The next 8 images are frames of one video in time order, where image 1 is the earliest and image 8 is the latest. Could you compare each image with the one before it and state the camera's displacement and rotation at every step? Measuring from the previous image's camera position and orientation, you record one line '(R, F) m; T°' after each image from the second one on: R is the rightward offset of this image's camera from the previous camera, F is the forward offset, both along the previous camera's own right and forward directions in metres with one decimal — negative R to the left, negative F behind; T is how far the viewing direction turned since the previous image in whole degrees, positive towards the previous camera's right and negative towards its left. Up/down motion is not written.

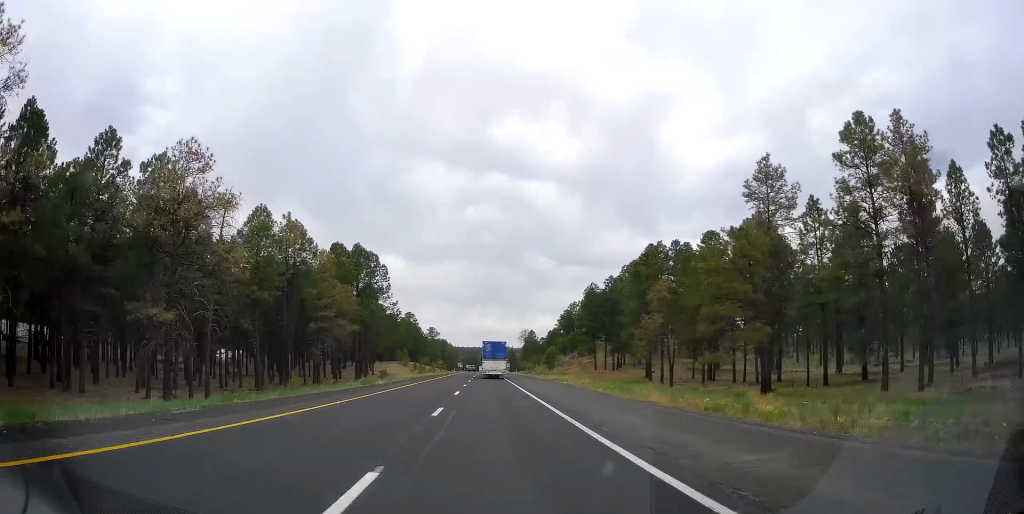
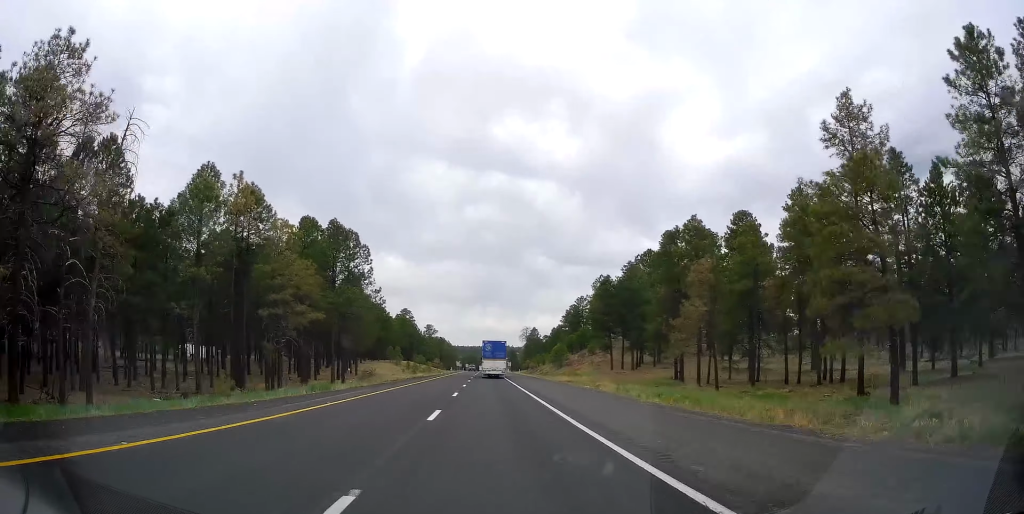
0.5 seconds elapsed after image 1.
(+0.1, +13.6) m; 0°
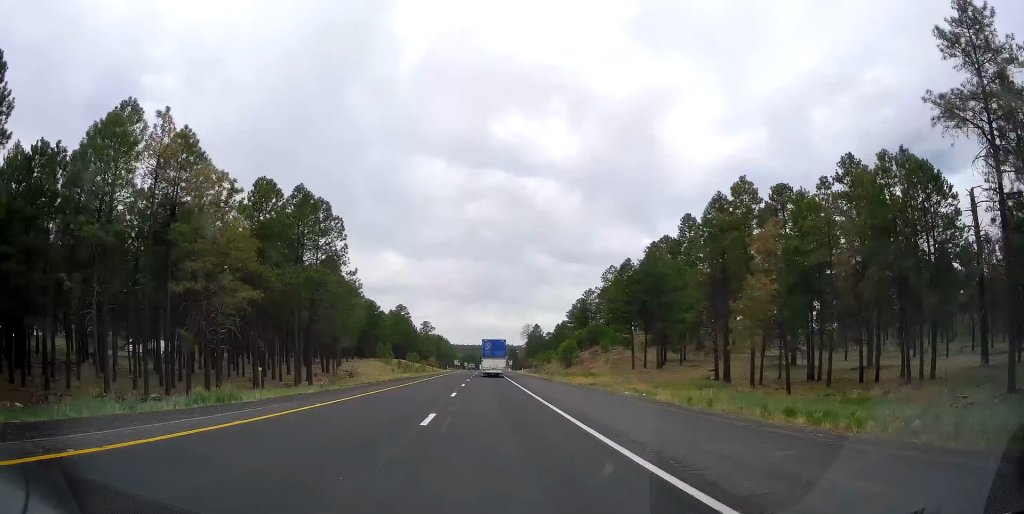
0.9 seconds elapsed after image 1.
(-0.3, +13.7) m; 0°
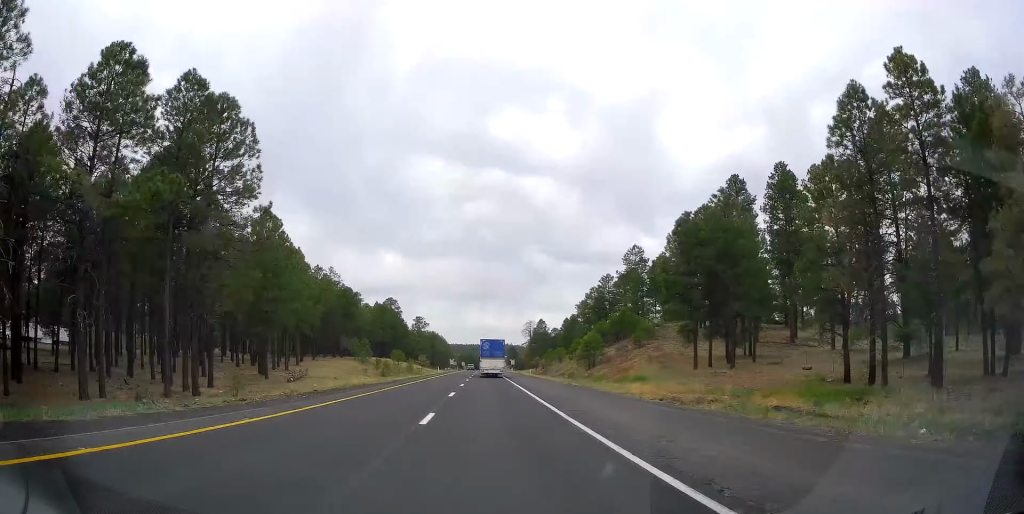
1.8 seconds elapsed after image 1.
(0.0, +24.5) m; 0°
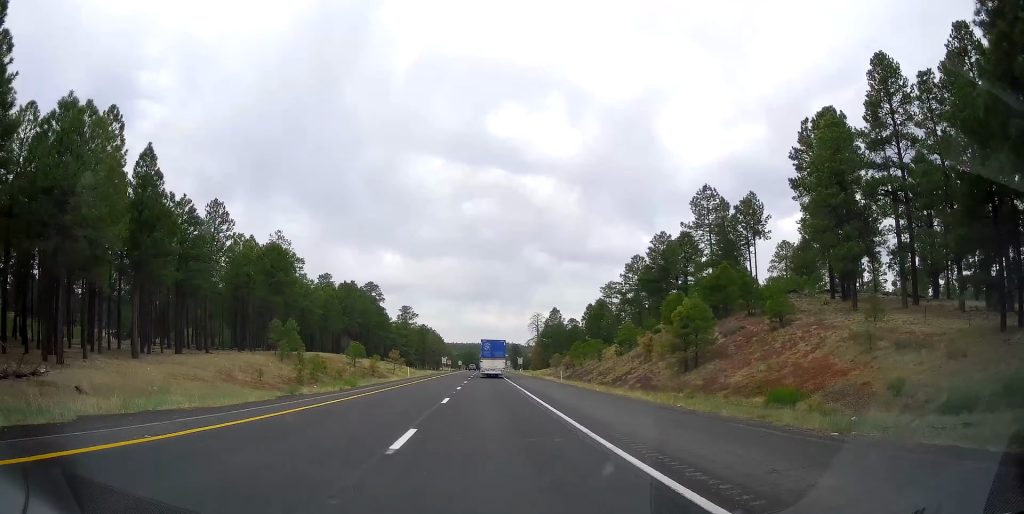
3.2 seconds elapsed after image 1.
(-0.1, +42.0) m; 0°
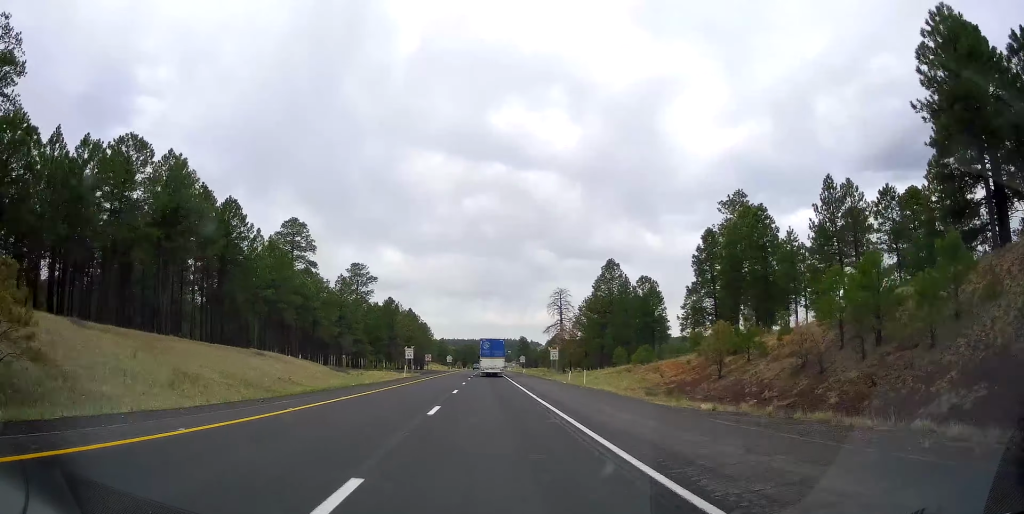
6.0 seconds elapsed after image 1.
(0.0, +79.4) m; 0°
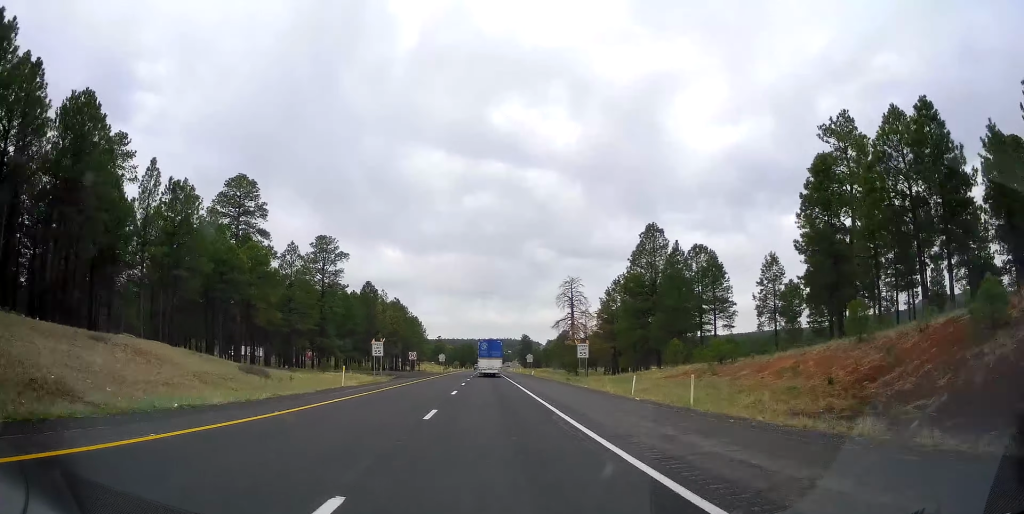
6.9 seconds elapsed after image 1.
(+0.3, +26.1) m; 0°
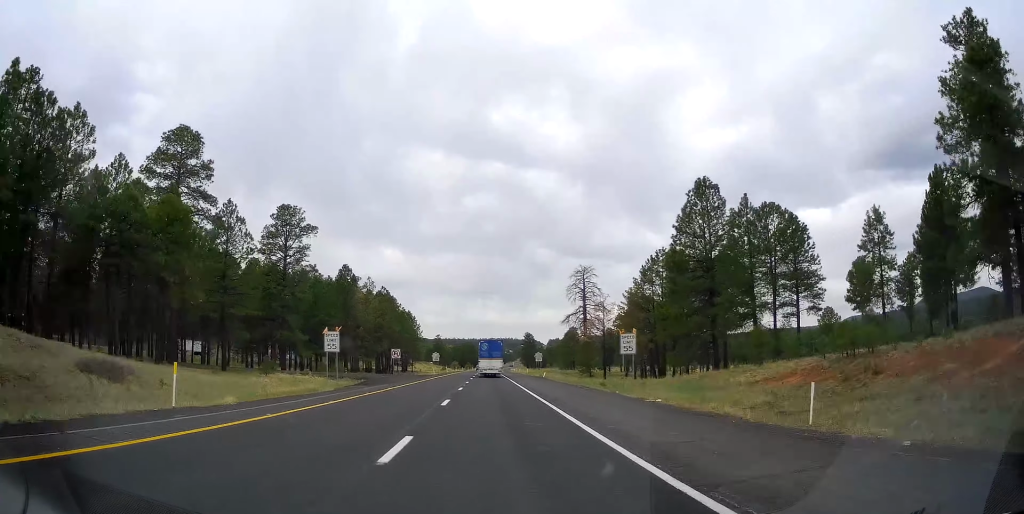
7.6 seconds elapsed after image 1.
(+0.1, +19.4) m; -1°
